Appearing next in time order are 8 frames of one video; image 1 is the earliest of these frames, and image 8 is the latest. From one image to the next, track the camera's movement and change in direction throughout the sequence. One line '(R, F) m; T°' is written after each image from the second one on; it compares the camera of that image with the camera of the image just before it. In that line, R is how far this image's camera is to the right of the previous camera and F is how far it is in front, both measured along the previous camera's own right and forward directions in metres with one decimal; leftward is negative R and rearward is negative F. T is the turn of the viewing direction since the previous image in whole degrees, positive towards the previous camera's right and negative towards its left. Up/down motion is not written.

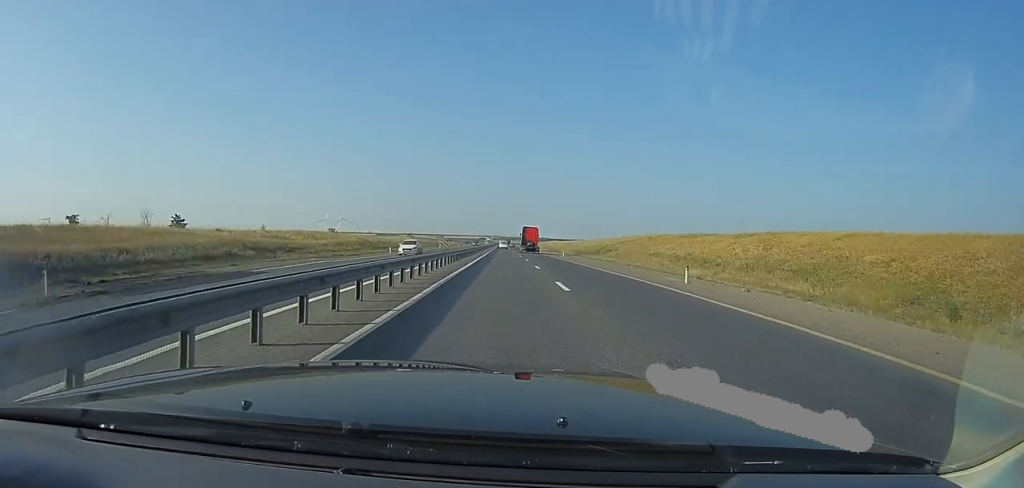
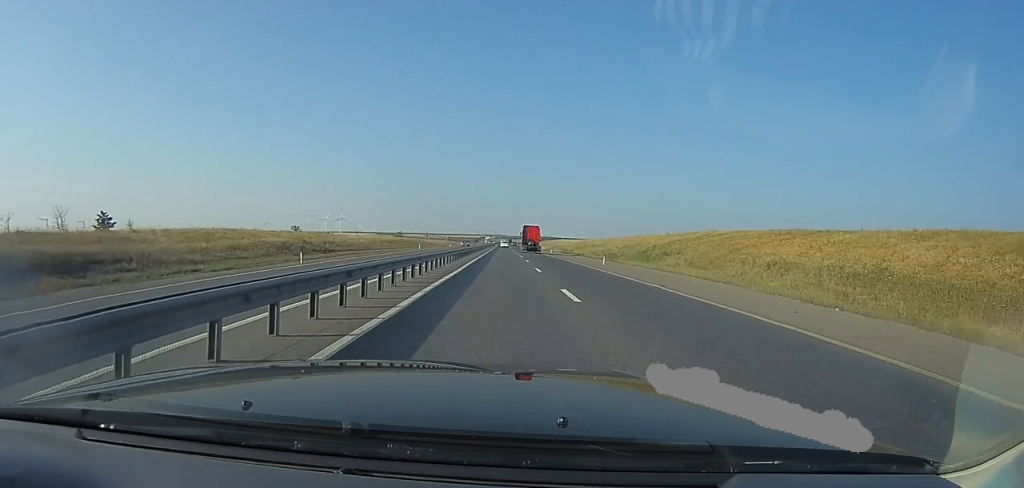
(-0.4, +26.2) m; -1°
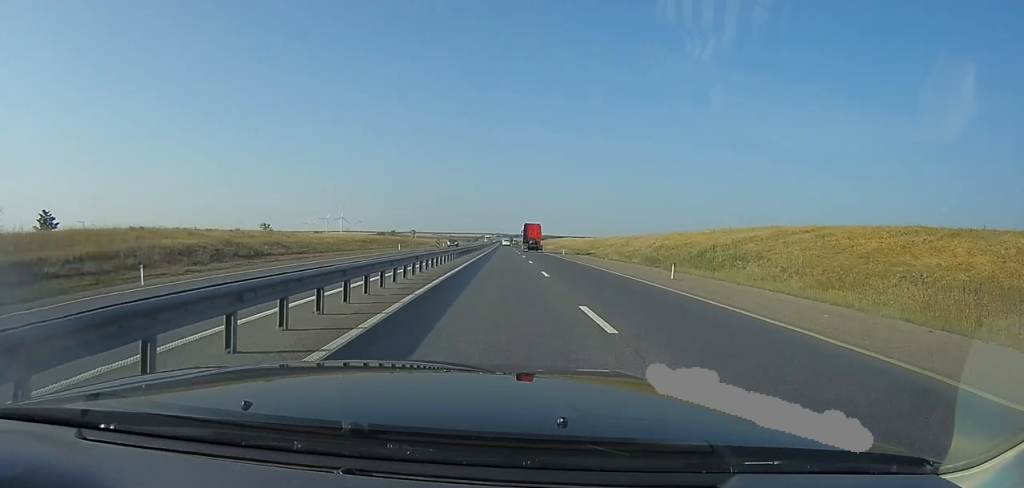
(-0.4, +16.0) m; 0°
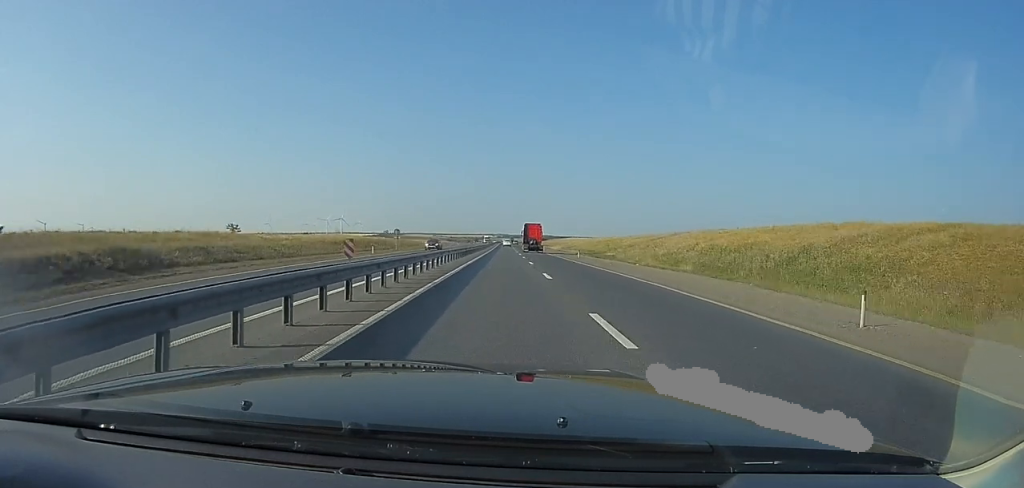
(+0.5, +13.7) m; 0°
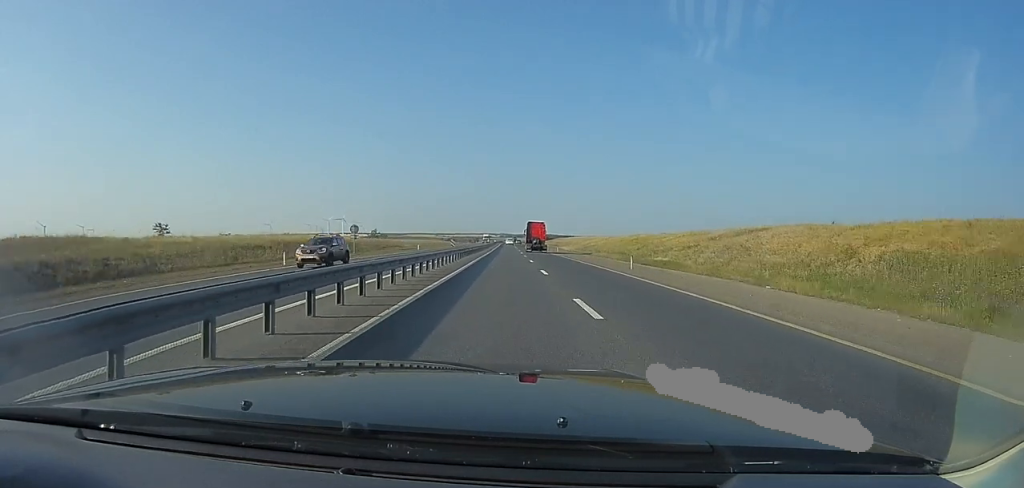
(+0.2, +21.7) m; 0°
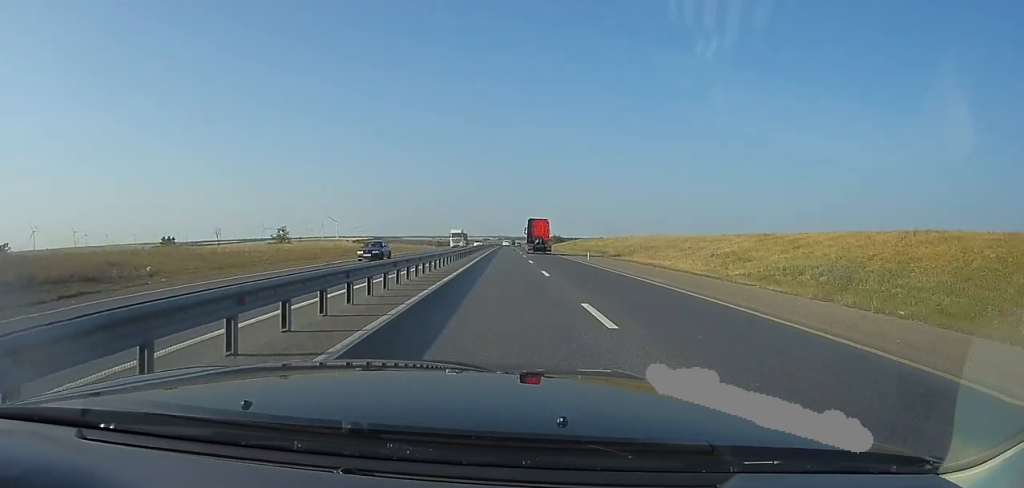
(-1.0, +72.9) m; 0°
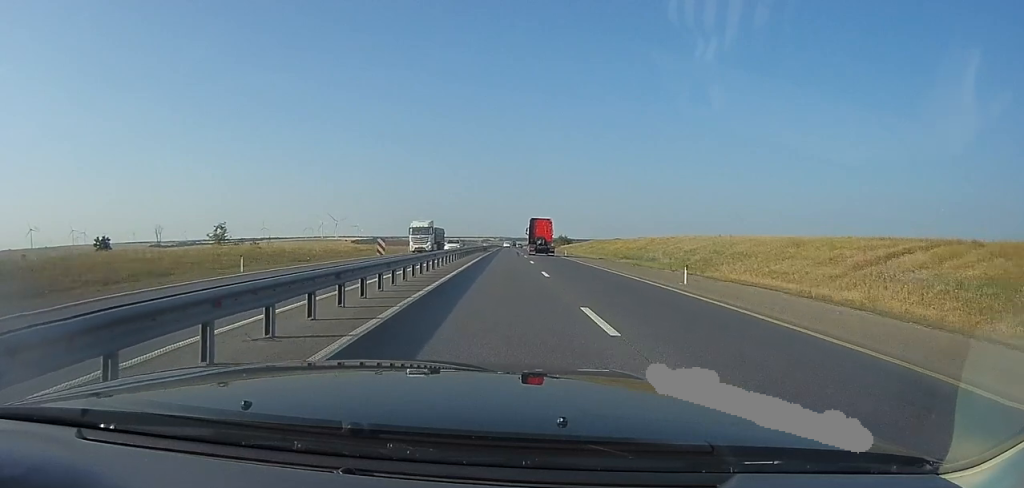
(+0.5, +24.6) m; -1°
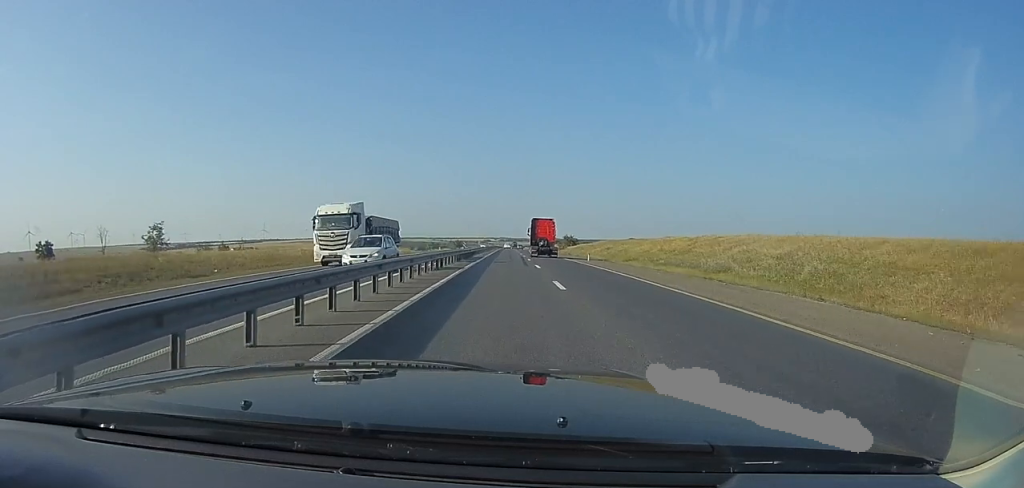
(-0.2, +16.9) m; -1°
